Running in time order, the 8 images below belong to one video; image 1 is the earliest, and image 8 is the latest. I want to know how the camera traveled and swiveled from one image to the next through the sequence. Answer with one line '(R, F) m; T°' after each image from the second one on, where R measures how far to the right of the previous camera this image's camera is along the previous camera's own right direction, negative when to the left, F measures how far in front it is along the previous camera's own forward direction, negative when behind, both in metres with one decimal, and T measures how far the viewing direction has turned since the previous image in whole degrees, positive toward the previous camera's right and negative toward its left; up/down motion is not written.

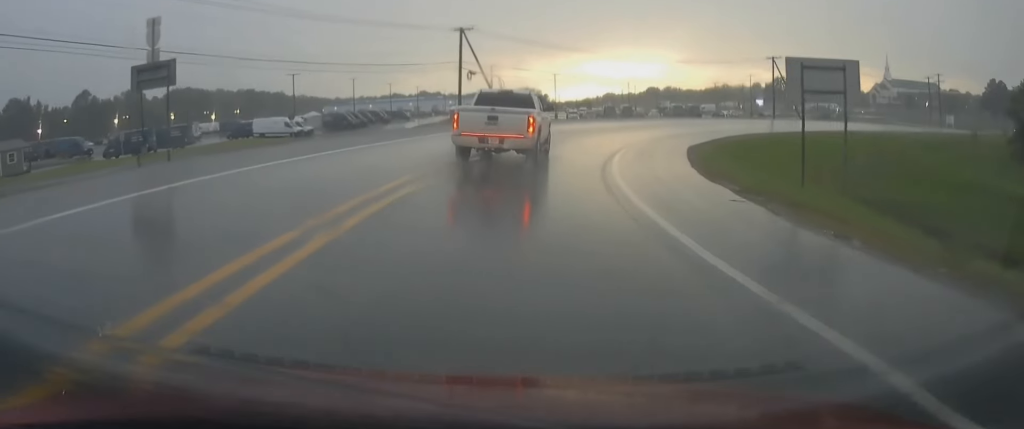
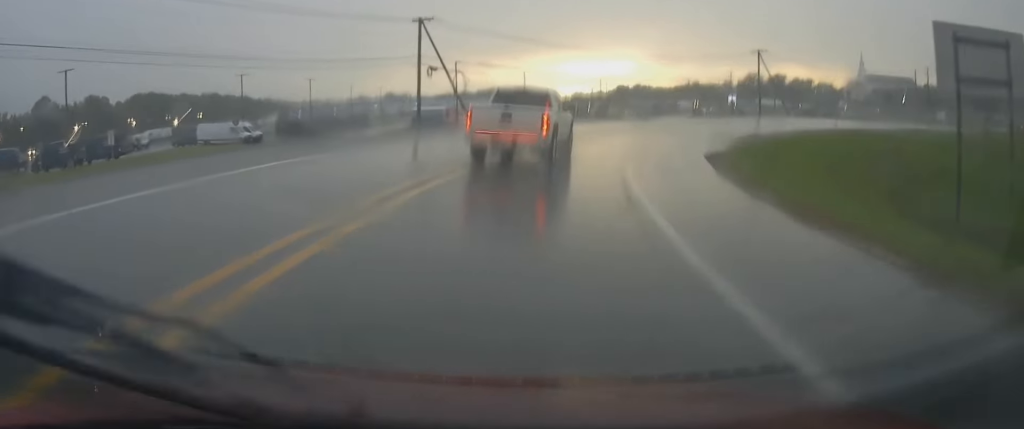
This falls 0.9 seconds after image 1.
(+0.5, +7.7) m; +4°
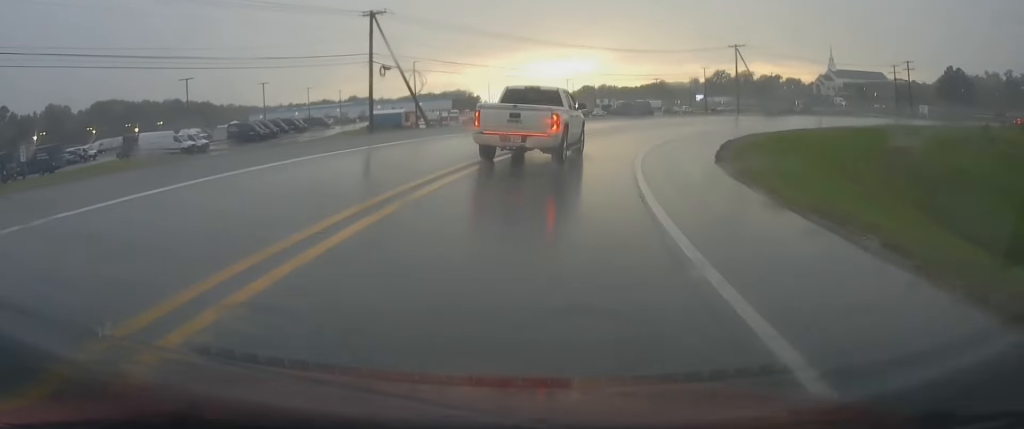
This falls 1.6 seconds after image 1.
(+0.1, +5.5) m; +2°
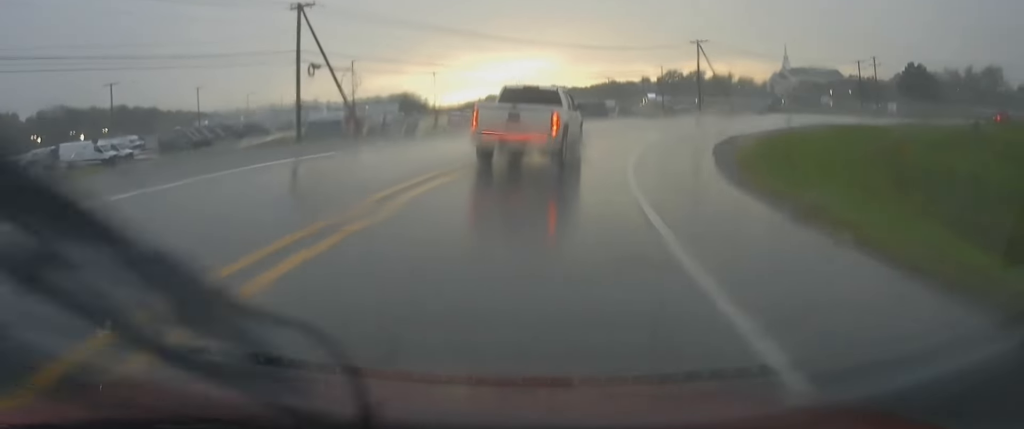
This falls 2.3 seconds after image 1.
(+0.1, +6.0) m; +3°
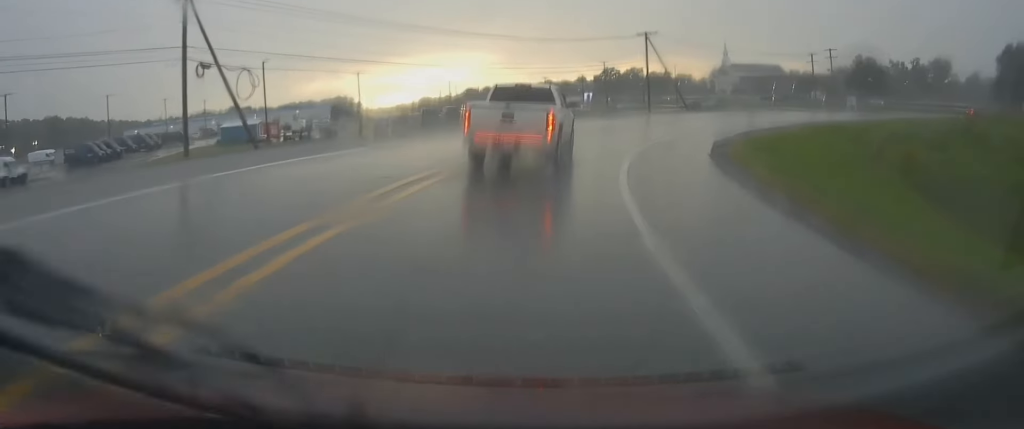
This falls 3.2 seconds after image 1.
(+0.3, +8.1) m; +5°
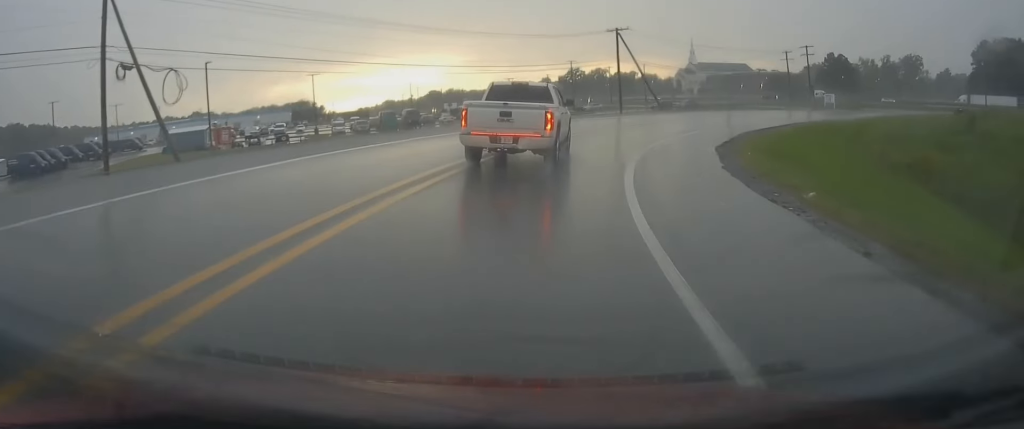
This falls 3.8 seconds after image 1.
(+0.1, +5.2) m; +4°
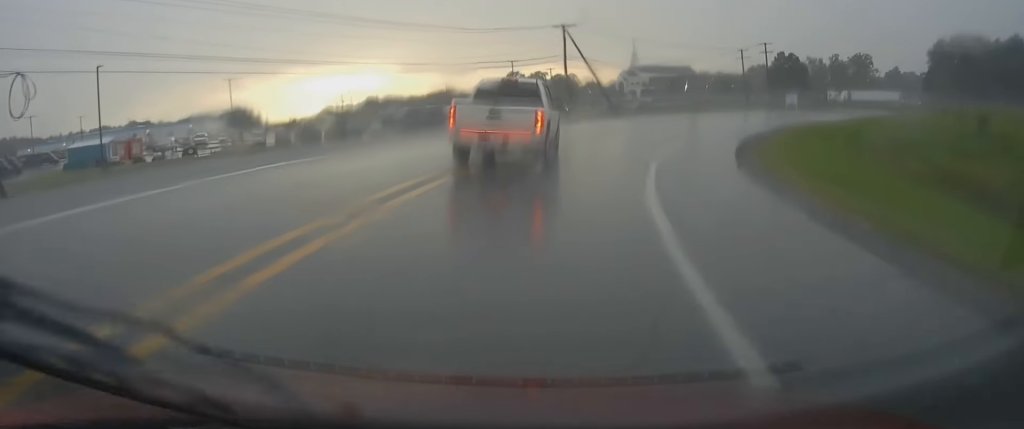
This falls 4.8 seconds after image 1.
(+0.6, +8.8) m; +6°
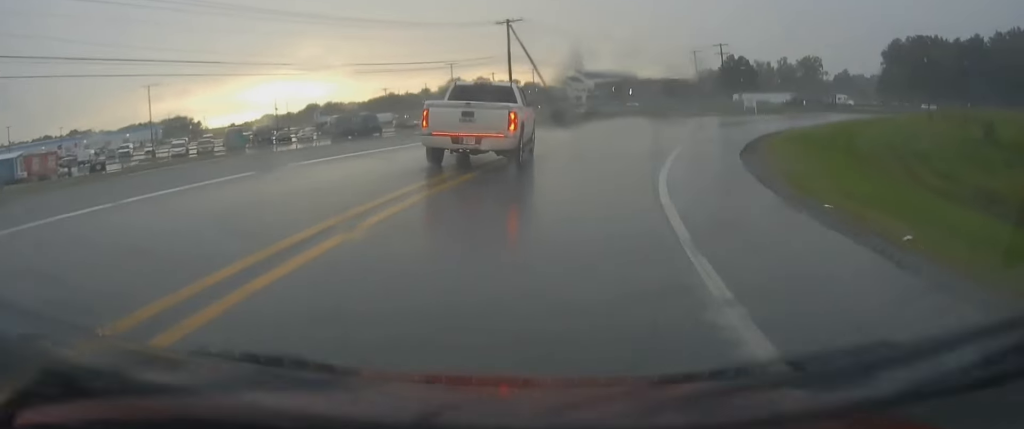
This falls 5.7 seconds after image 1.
(+0.2, +6.9) m; +5°
